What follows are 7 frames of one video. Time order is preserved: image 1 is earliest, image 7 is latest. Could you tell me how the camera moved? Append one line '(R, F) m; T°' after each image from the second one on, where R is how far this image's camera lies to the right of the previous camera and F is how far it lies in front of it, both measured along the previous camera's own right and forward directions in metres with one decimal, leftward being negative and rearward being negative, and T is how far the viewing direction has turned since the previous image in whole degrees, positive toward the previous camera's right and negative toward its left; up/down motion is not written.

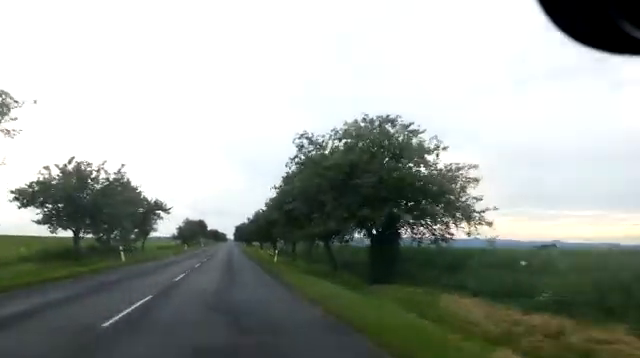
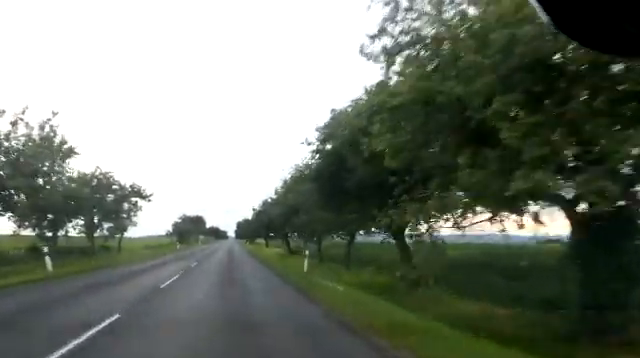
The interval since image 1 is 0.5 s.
(-0.1, +12.1) m; 0°
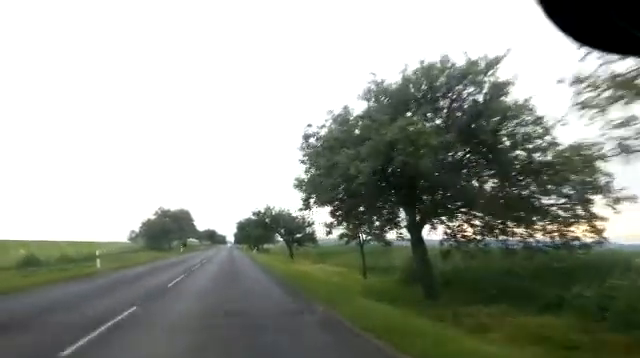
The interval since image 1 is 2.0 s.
(+0.1, +33.5) m; 0°
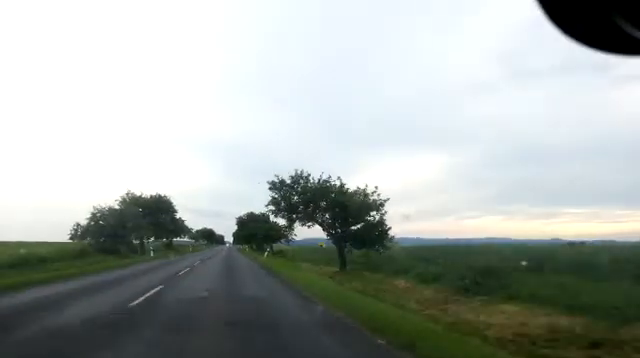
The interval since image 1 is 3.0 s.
(-0.2, +22.2) m; -1°
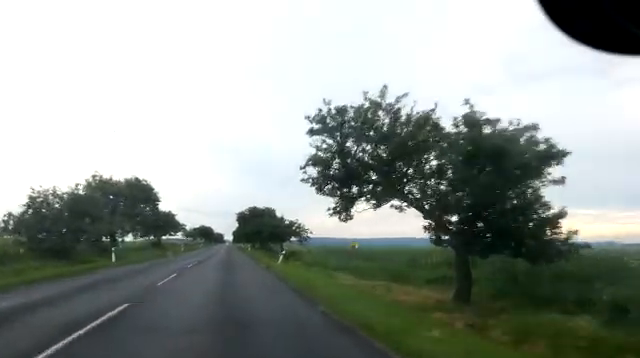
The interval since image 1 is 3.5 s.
(-0.2, +13.1) m; 0°
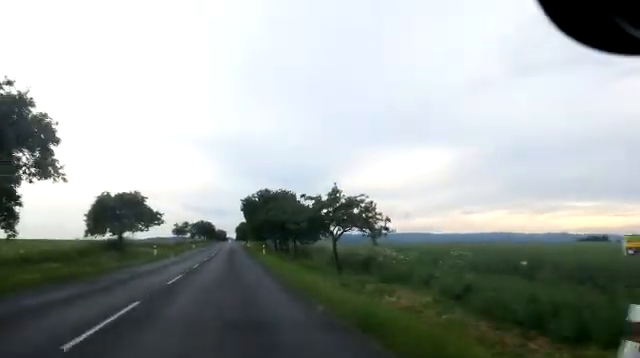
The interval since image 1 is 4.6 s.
(+0.2, +25.4) m; 0°
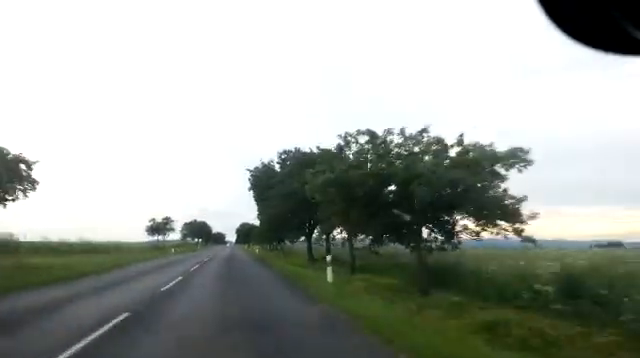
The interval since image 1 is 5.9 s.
(-0.3, +28.7) m; +1°
